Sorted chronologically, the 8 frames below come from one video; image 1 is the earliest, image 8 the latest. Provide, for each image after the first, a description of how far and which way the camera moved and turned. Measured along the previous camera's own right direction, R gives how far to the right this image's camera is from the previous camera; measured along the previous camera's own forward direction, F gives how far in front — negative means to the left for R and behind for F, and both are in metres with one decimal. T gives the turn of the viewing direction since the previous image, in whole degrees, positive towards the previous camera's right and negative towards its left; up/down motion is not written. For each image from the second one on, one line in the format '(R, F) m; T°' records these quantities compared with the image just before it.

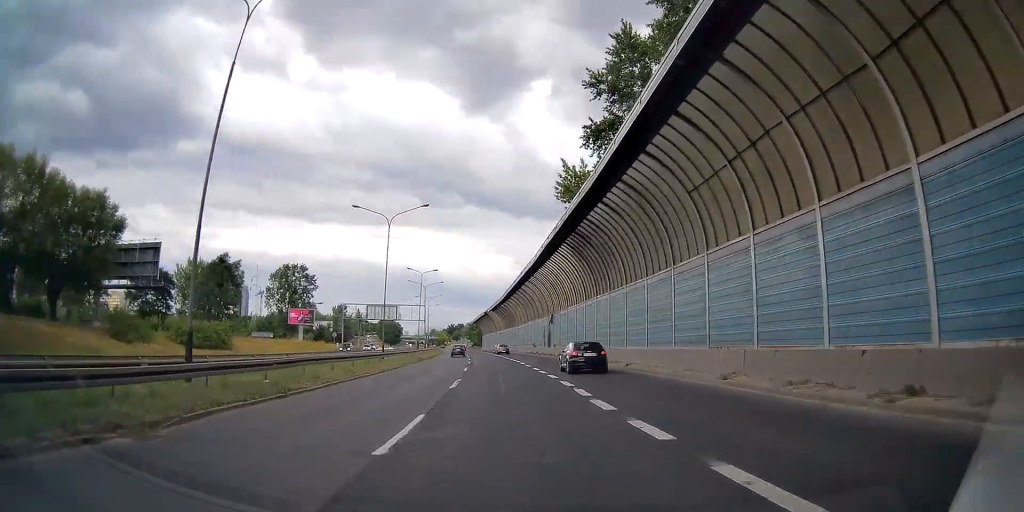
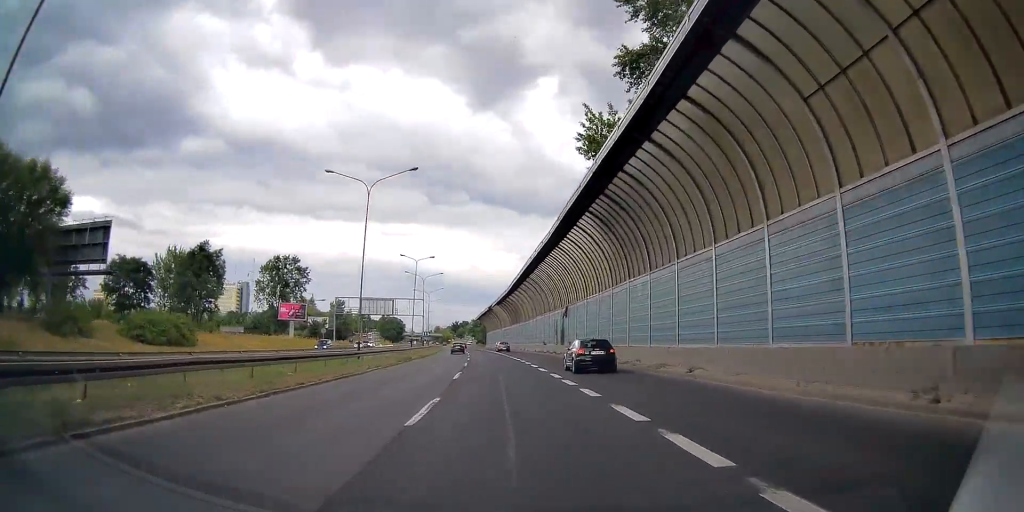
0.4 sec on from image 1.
(0.0, +9.1) m; 0°
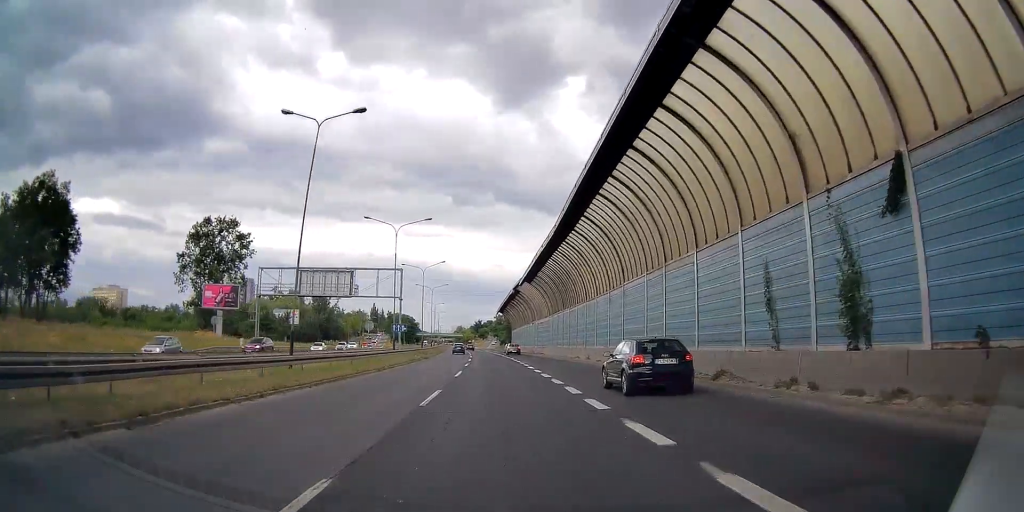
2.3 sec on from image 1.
(-0.9, +43.2) m; -2°
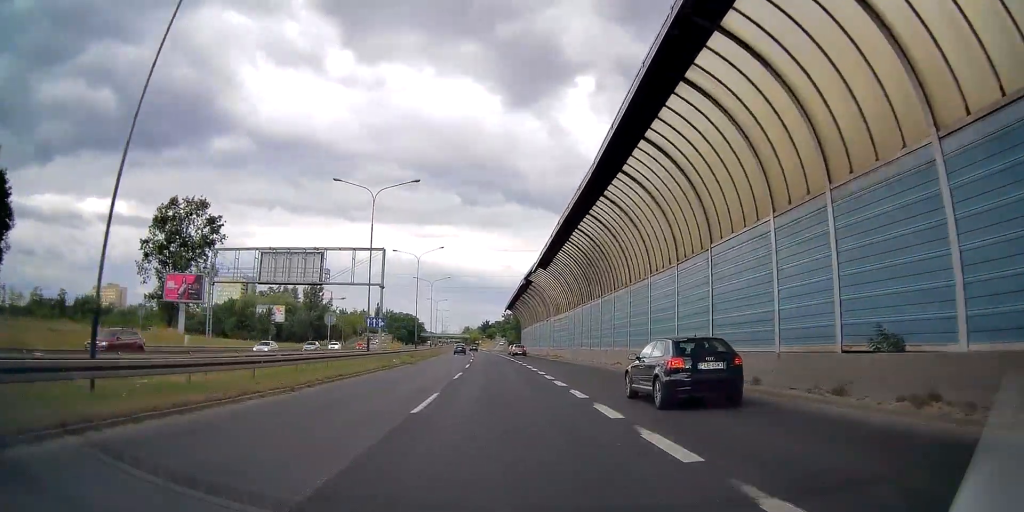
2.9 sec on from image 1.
(0.0, +13.0) m; -1°
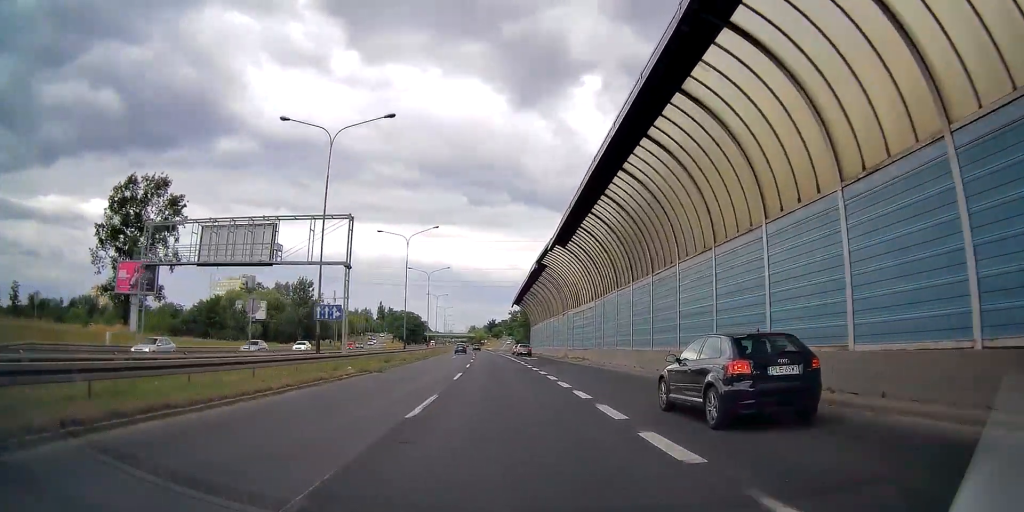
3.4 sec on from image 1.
(-0.1, +12.2) m; -1°
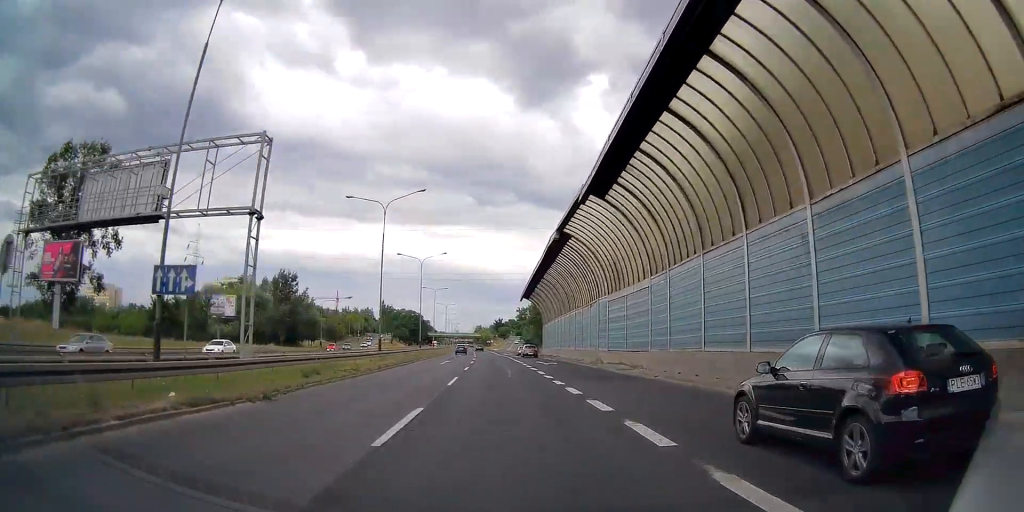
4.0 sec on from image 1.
(0.0, +14.5) m; -1°
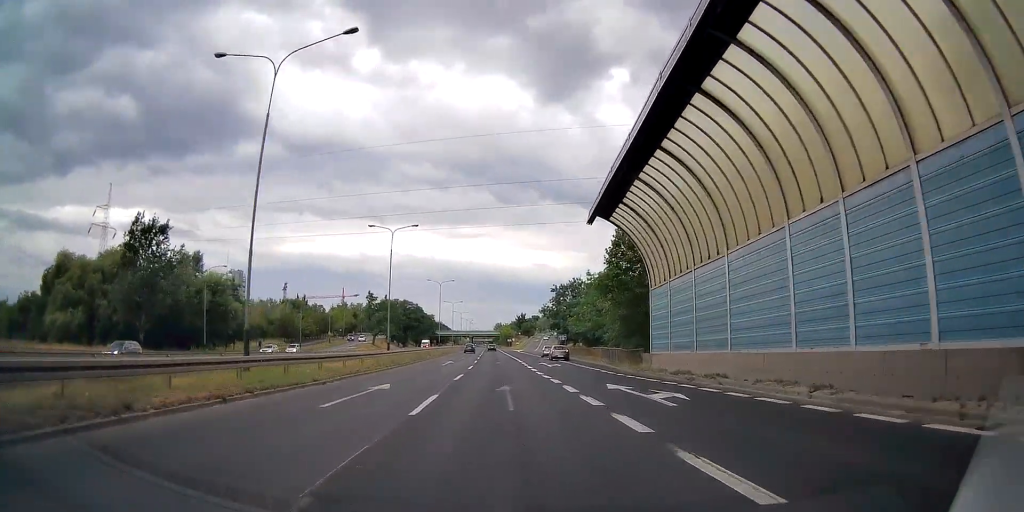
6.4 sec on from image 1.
(-1.3, +54.9) m; -2°
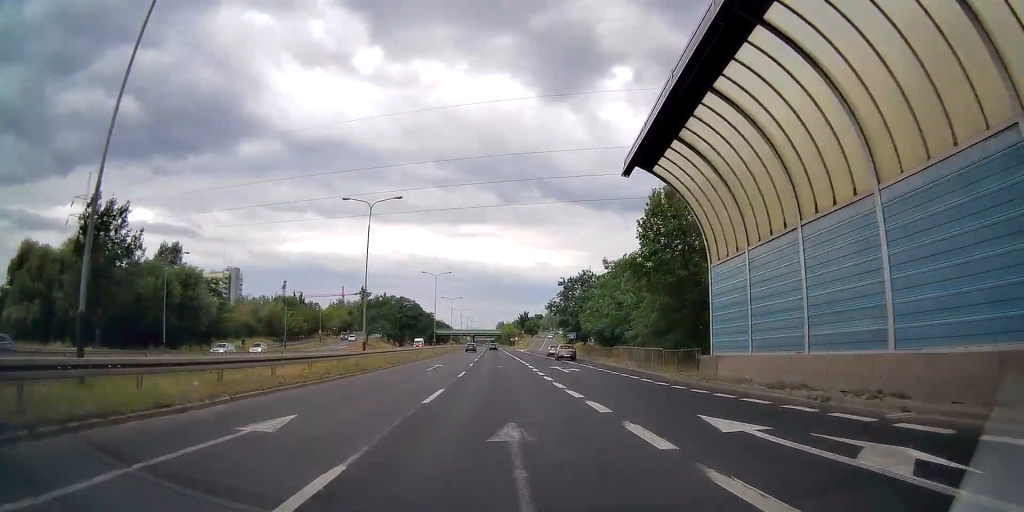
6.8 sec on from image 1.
(0.0, +9.3) m; 0°
